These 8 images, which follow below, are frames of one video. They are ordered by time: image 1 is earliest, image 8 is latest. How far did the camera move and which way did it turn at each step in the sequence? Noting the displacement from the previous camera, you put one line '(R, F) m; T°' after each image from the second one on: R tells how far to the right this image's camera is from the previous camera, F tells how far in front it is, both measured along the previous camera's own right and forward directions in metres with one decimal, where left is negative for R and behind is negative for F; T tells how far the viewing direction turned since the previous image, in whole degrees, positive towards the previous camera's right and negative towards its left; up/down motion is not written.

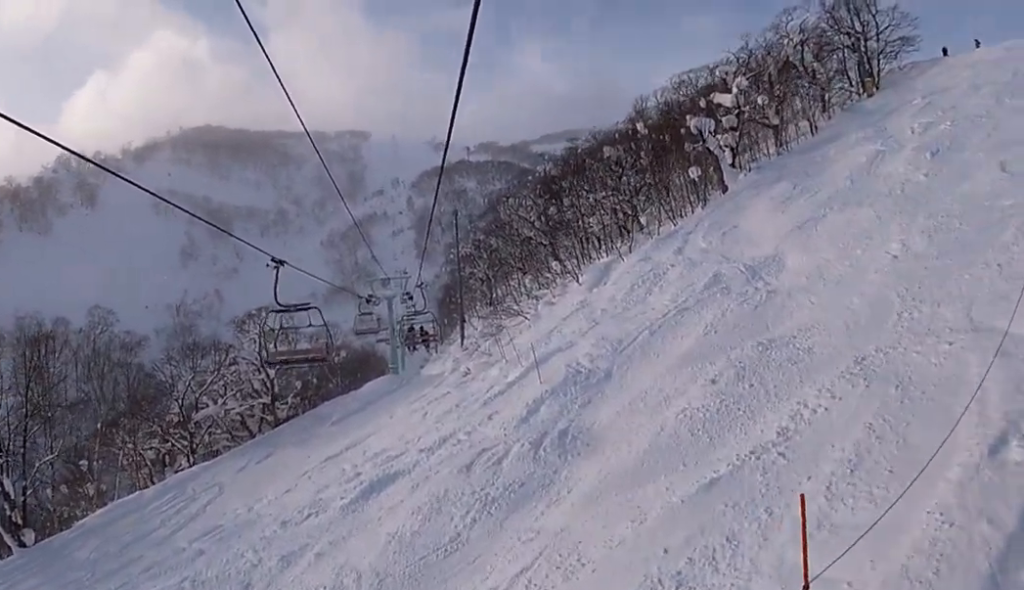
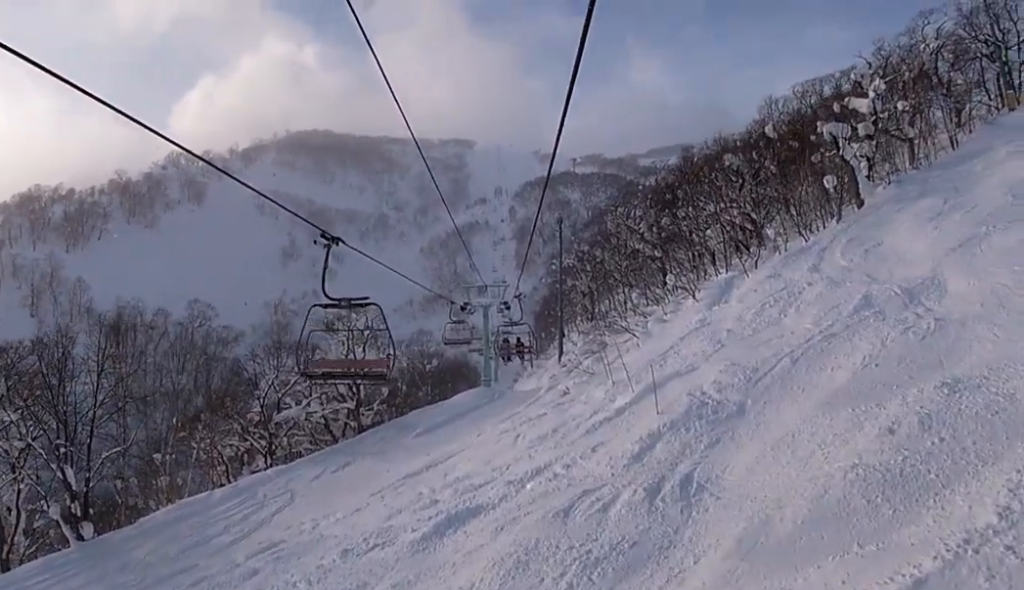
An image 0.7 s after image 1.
(+0.1, +2.9) m; -6°
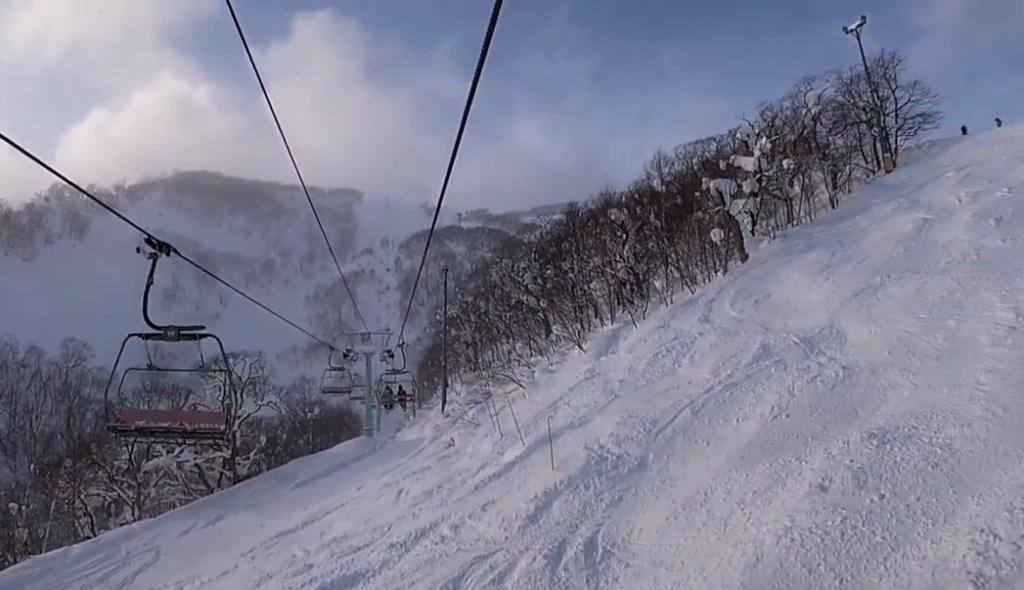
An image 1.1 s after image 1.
(-0.2, +1.7) m; -1°
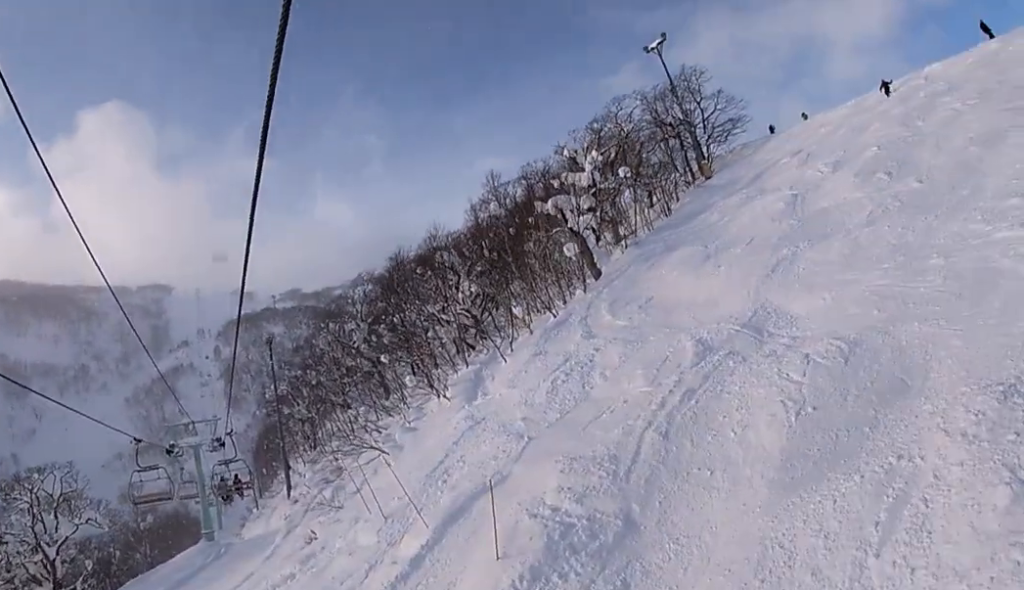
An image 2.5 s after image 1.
(0.0, +5.6) m; -5°
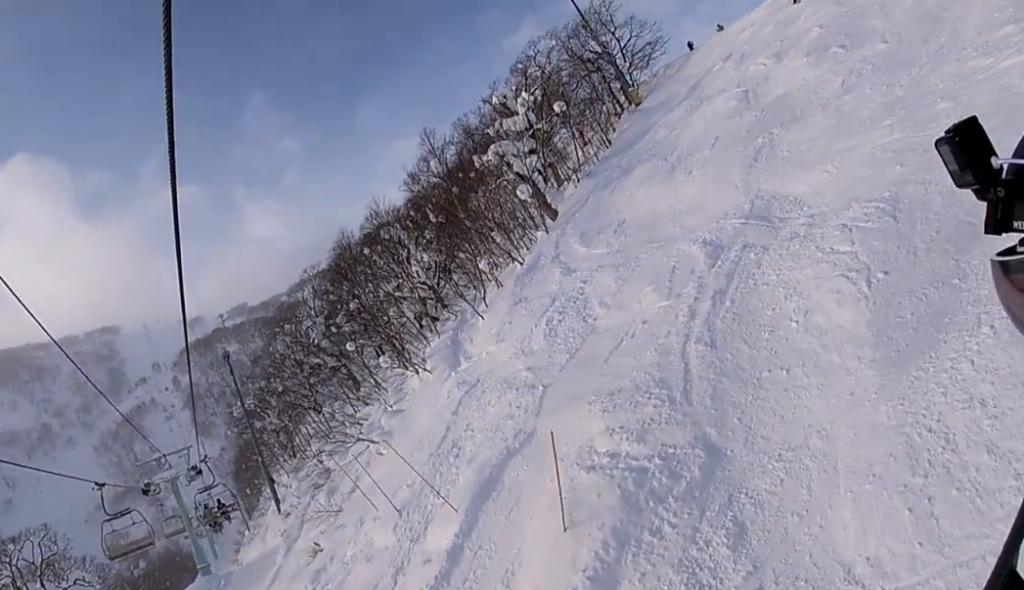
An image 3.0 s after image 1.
(0.0, +2.2) m; -1°
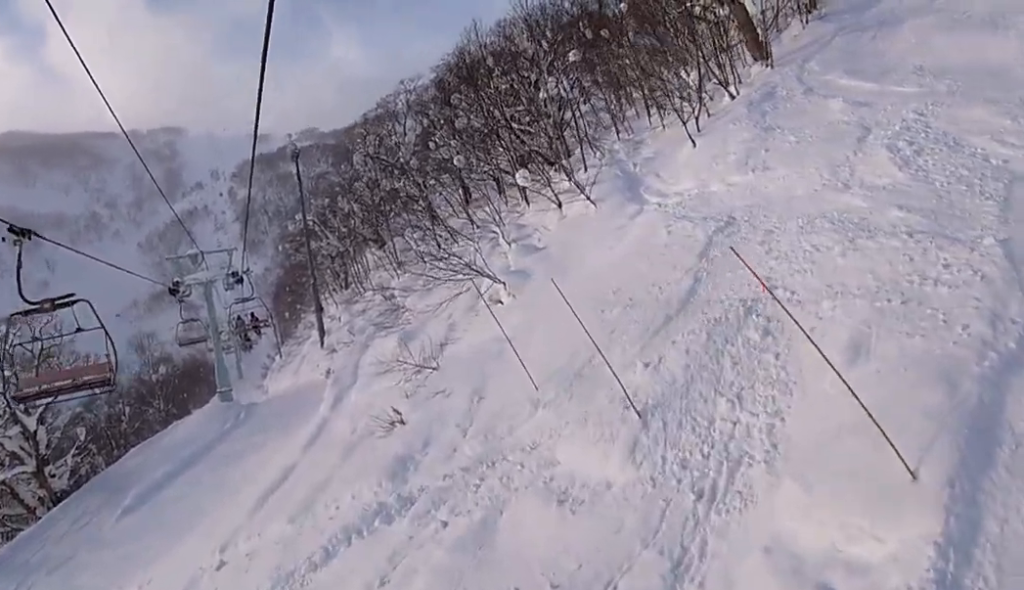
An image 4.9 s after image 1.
(+0.8, +7.2) m; +5°
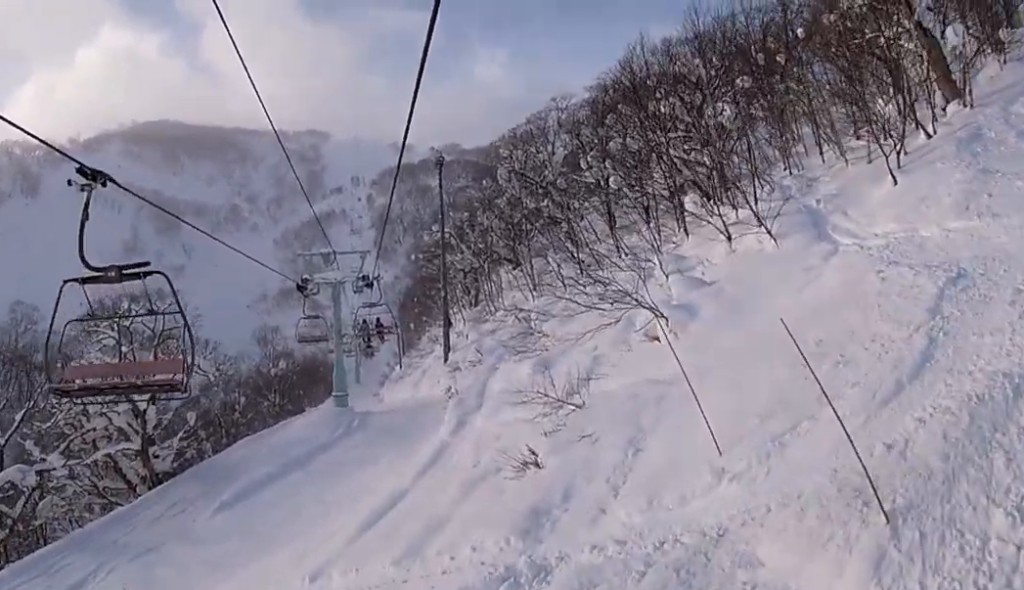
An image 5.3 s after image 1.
(-0.8, +1.7) m; 0°
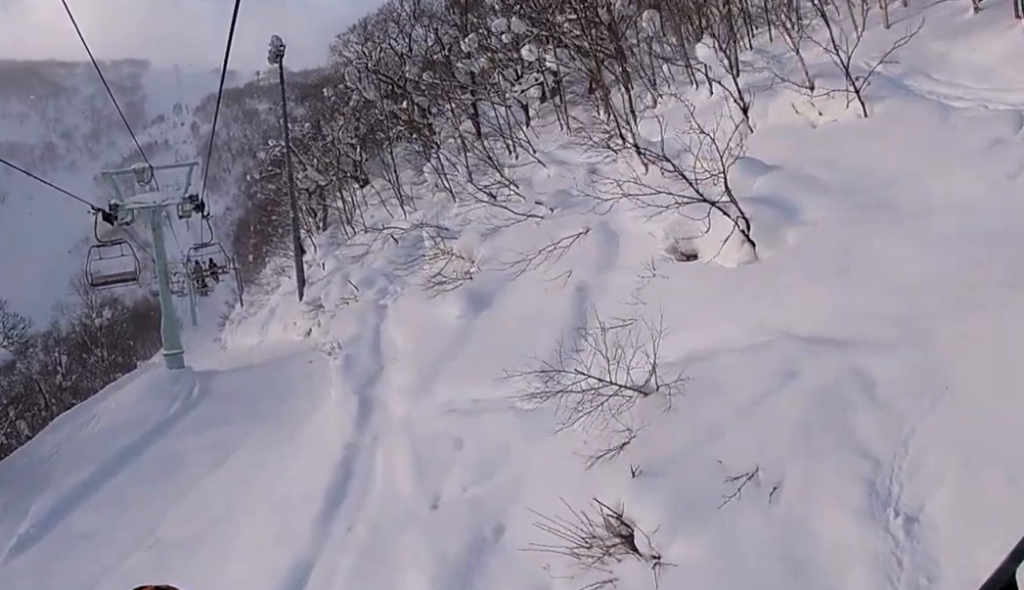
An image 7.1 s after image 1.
(+0.4, +6.8) m; +1°
